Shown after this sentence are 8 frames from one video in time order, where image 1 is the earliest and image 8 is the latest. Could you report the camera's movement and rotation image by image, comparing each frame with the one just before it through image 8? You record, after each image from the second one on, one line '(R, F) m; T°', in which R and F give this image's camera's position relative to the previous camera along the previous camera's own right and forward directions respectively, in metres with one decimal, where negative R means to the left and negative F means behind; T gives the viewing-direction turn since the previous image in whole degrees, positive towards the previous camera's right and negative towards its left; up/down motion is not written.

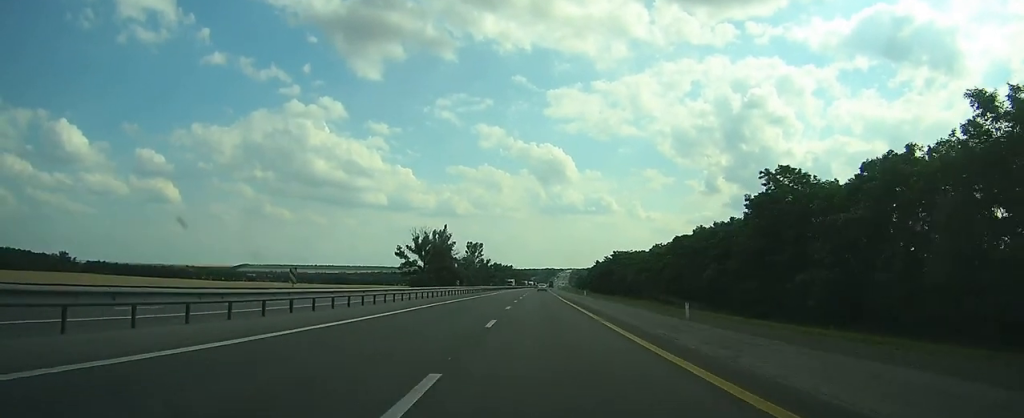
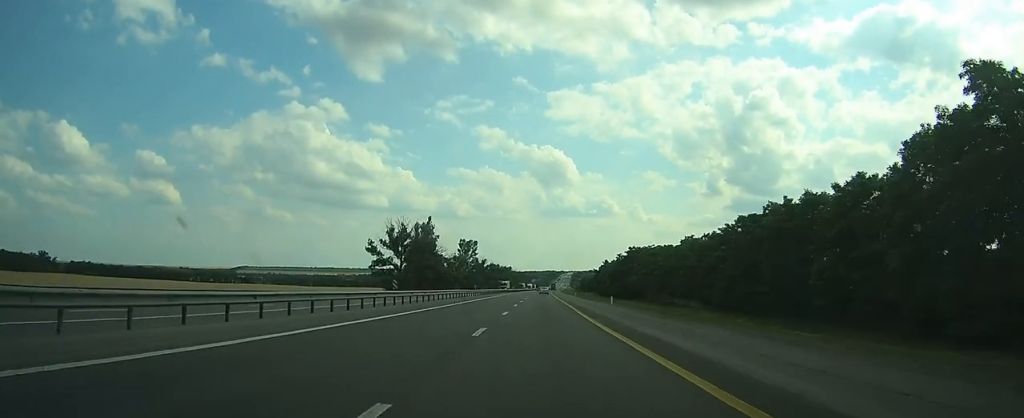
(0.0, +26.2) m; 0°
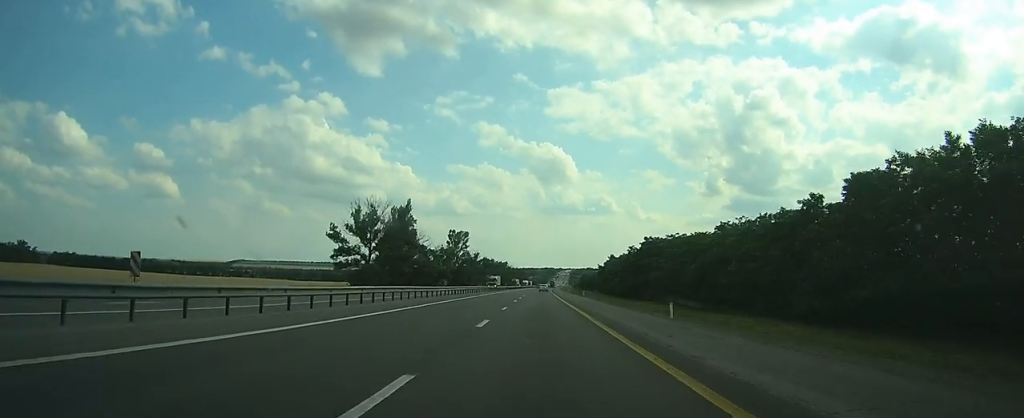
(0.0, +22.1) m; 0°
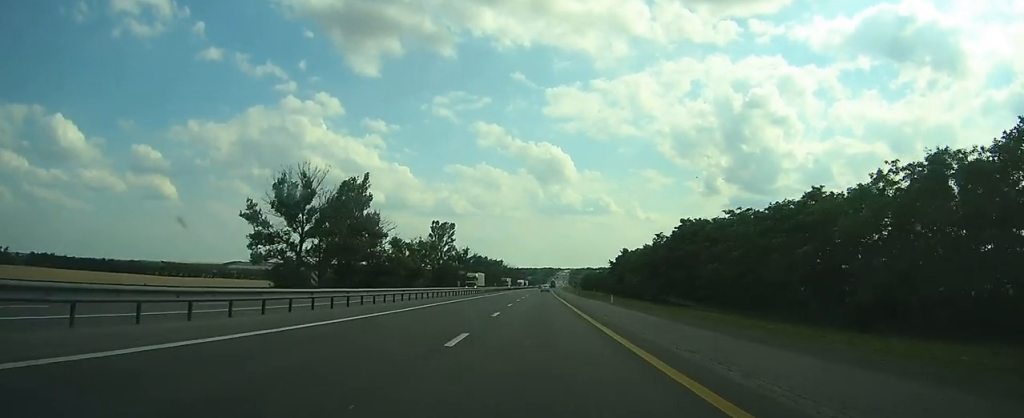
(0.0, +30.0) m; 0°
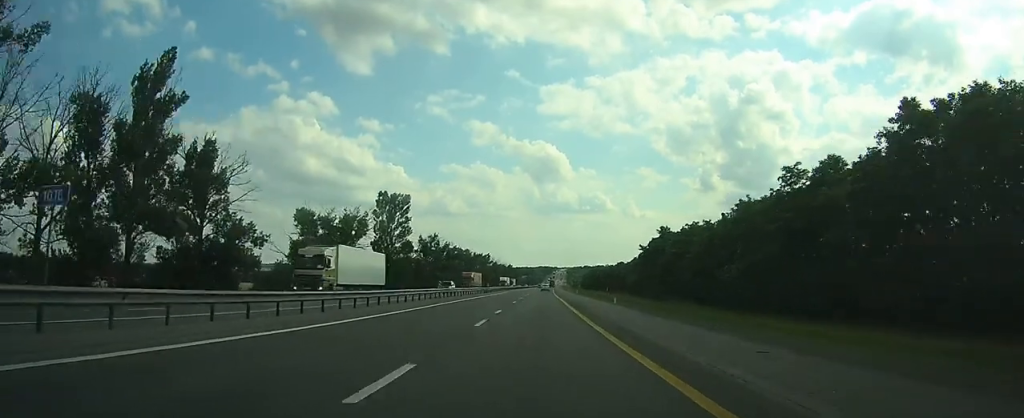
(+0.2, +52.7) m; 0°
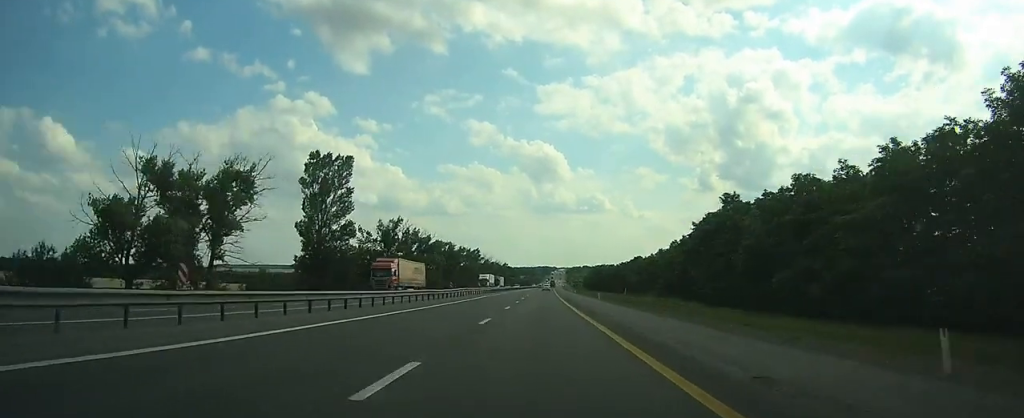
(0.0, +35.6) m; 0°
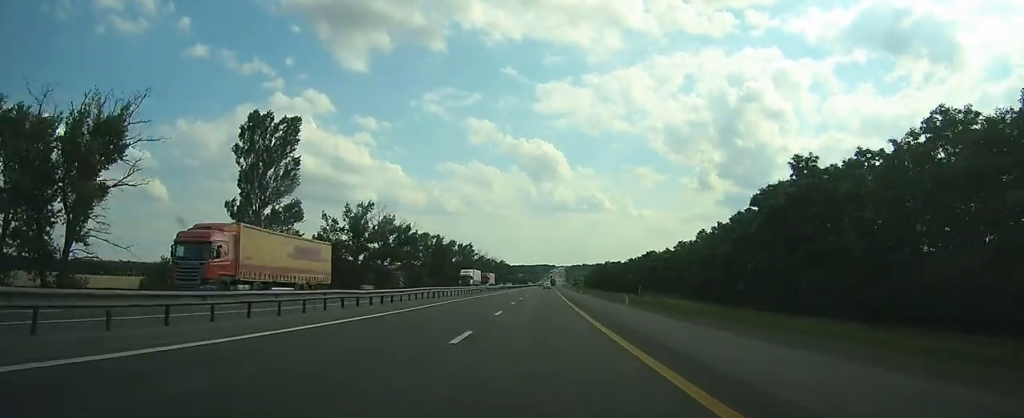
(0.0, +18.7) m; 0°
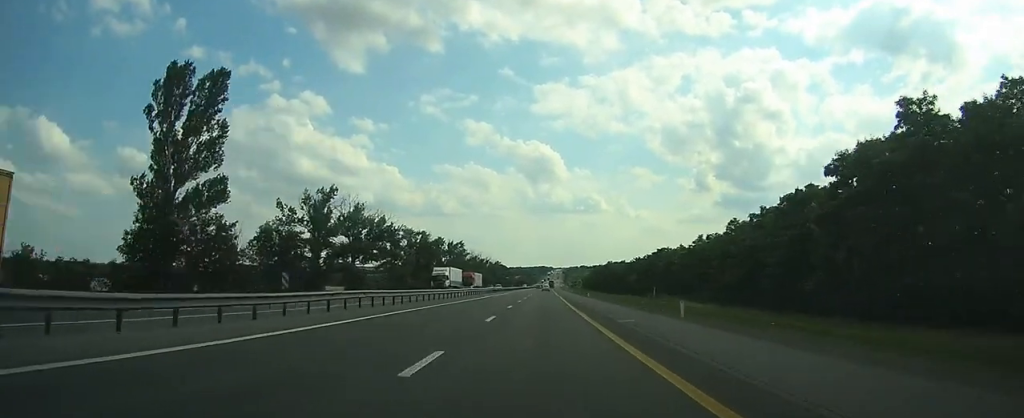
(0.0, +15.8) m; 0°
